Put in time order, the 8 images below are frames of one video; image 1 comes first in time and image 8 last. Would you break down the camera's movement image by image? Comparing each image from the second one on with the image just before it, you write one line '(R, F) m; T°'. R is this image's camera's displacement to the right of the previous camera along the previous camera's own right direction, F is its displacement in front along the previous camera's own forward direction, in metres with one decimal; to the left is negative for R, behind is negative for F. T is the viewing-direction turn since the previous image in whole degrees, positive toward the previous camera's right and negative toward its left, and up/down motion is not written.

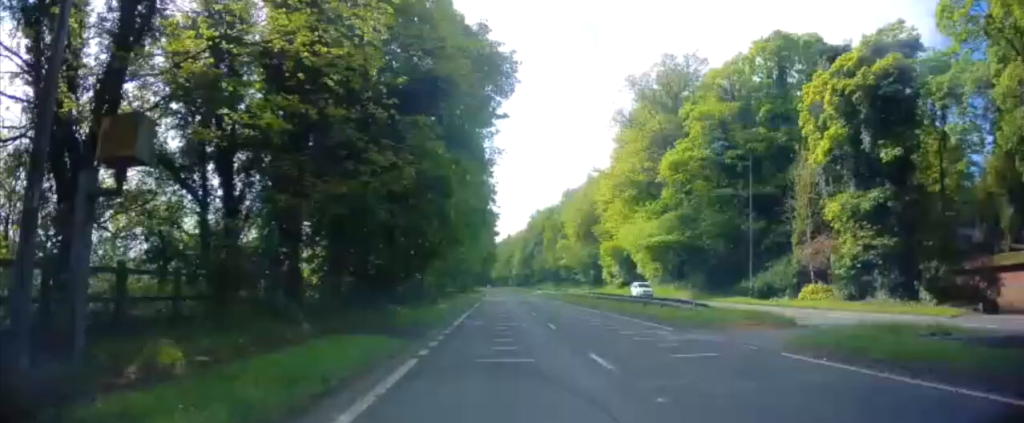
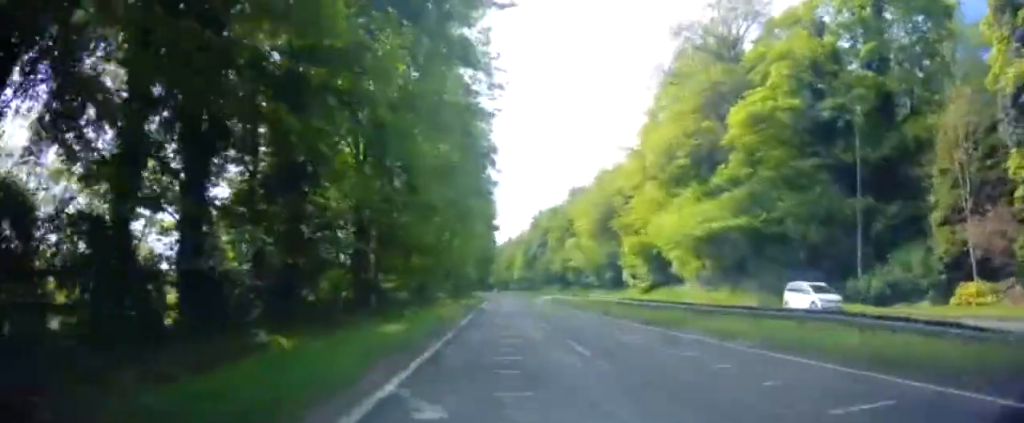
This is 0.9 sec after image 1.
(+0.2, +14.9) m; +2°
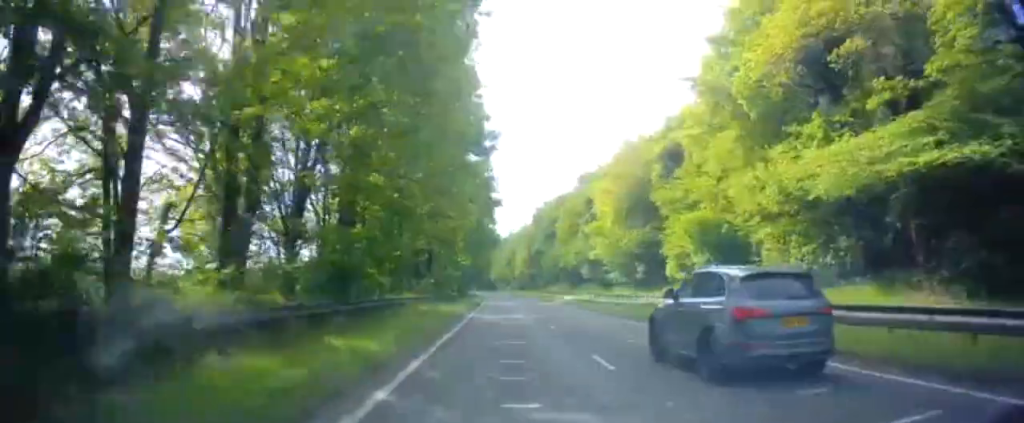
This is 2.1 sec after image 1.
(+0.2, +20.7) m; 0°
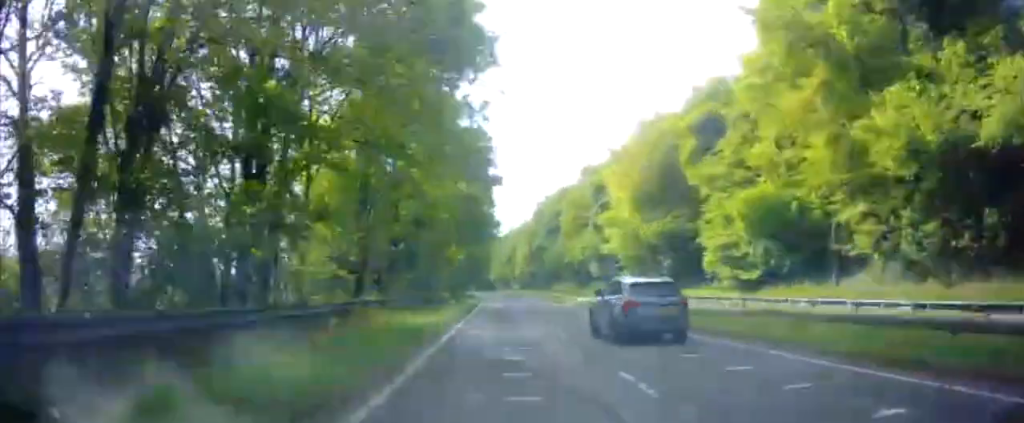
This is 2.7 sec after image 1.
(-0.1, +11.5) m; -1°
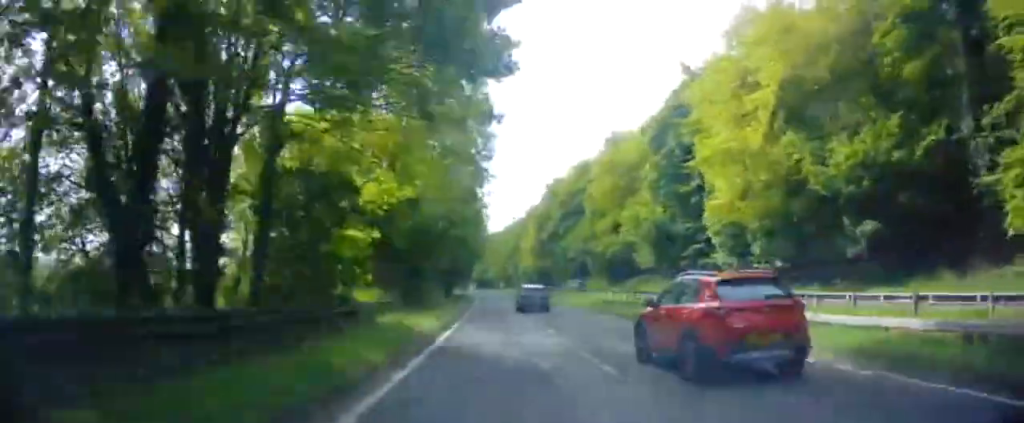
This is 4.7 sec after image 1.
(-0.1, +33.8) m; 0°
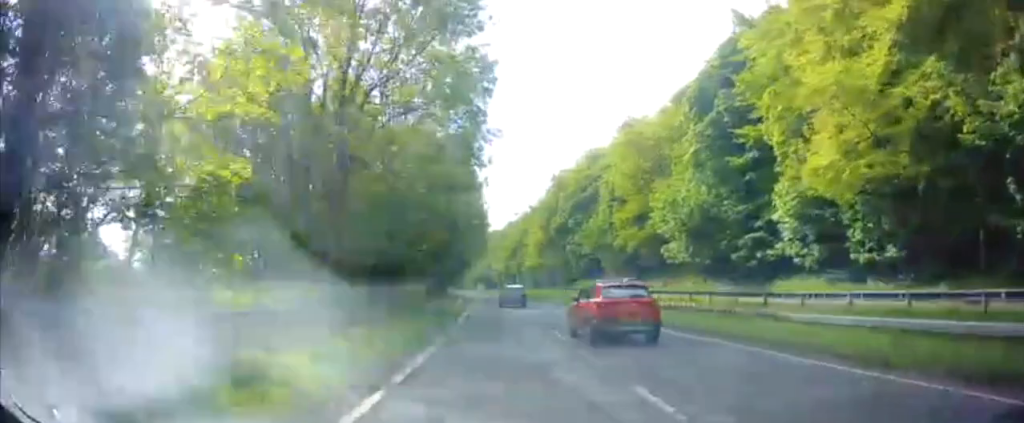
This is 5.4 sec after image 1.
(-0.1, +11.7) m; 0°
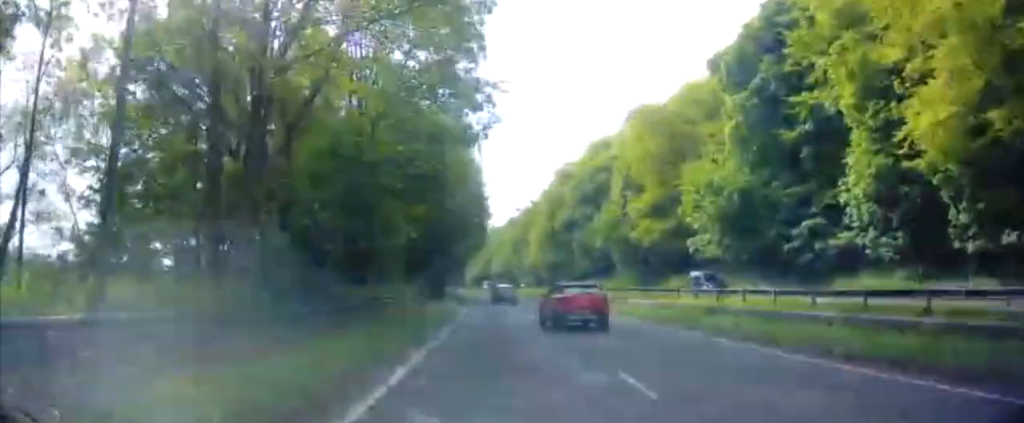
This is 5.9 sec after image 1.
(0.0, +7.8) m; 0°
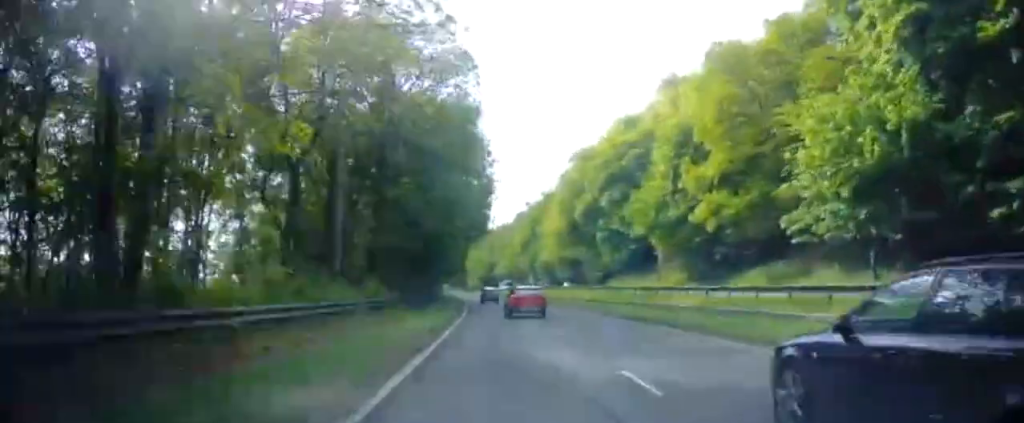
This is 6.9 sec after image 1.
(0.0, +17.3) m; -1°
